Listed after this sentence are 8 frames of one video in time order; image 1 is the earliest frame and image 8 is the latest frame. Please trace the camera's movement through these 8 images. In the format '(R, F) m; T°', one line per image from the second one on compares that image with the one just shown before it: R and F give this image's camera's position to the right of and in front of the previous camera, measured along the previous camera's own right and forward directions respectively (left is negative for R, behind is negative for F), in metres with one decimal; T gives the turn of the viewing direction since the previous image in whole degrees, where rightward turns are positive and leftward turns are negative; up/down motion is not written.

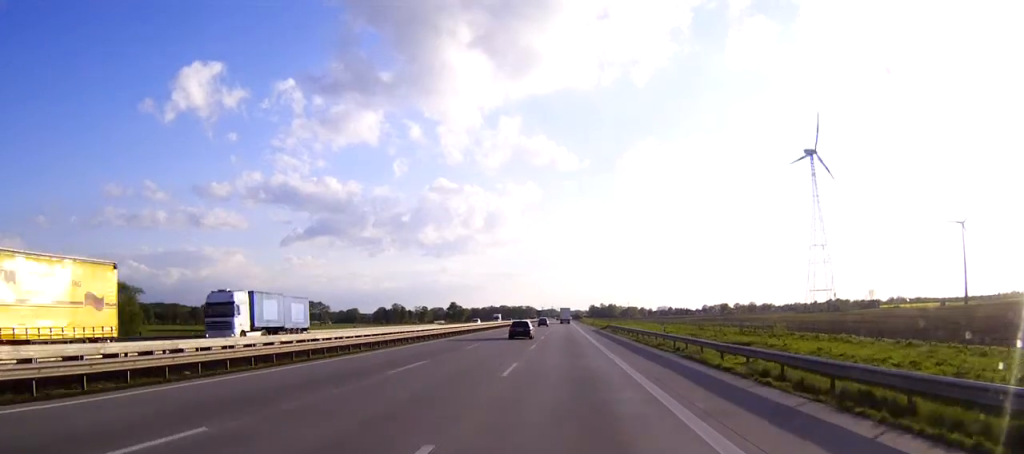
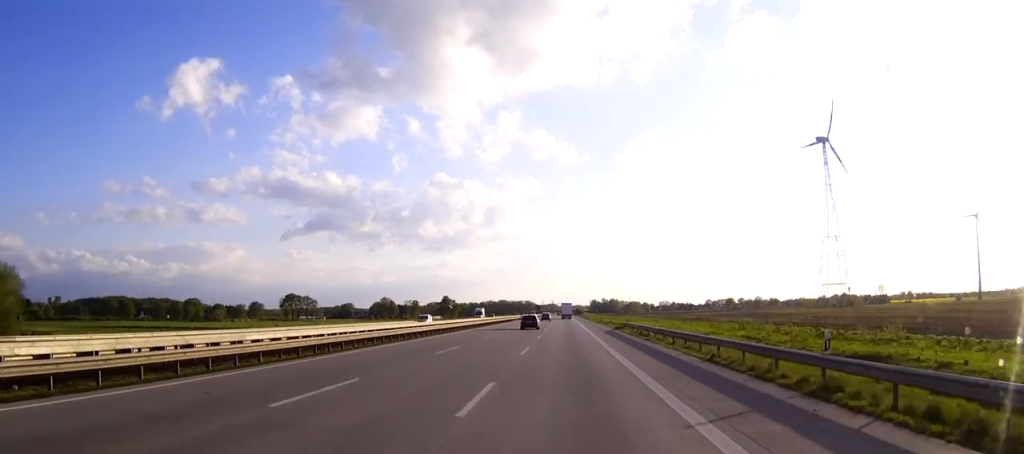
(-0.1, +27.4) m; 0°
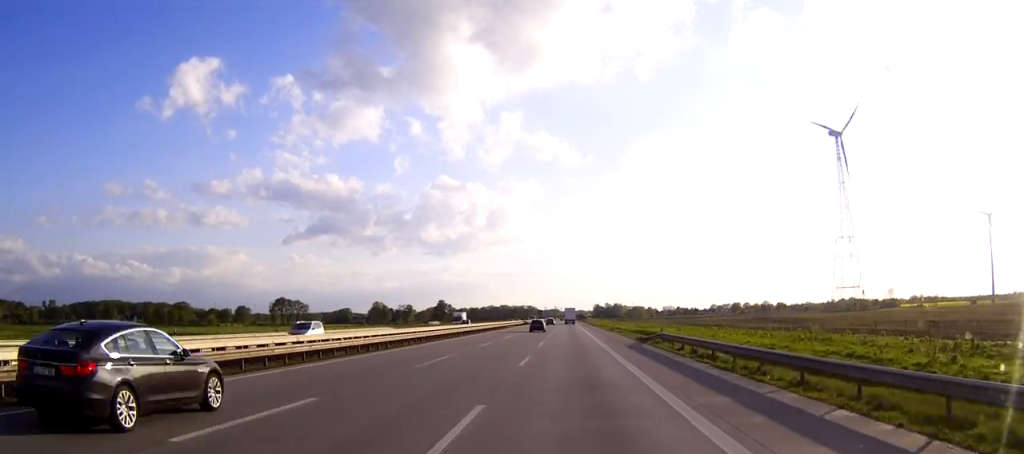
(0.0, +21.9) m; 0°
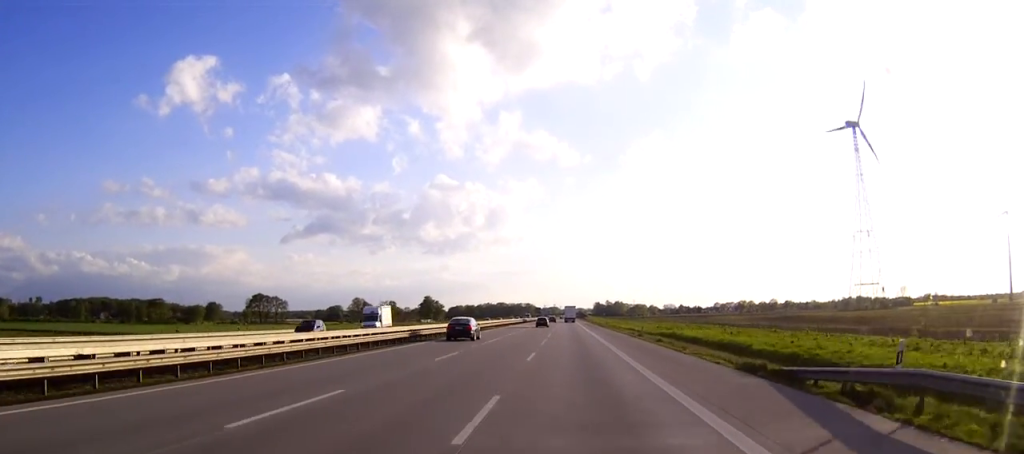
(0.0, +34.7) m; 0°
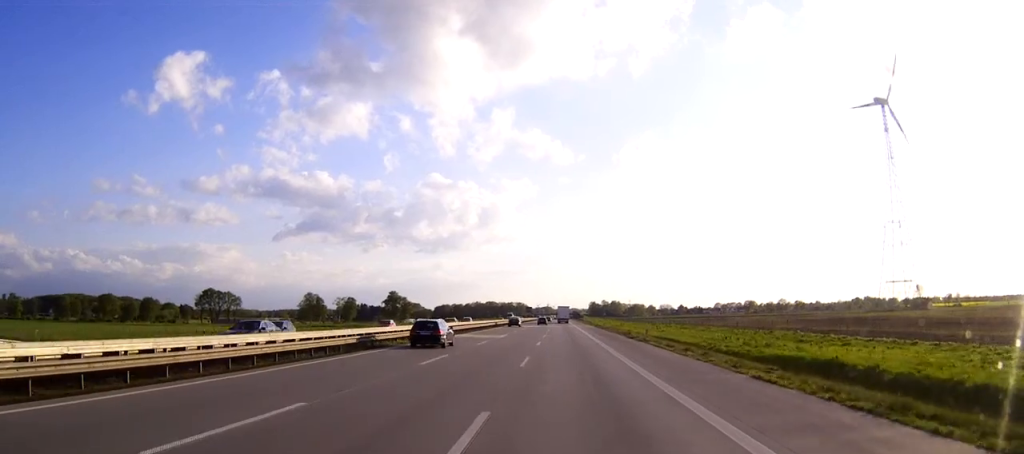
(+0.3, +56.6) m; +1°
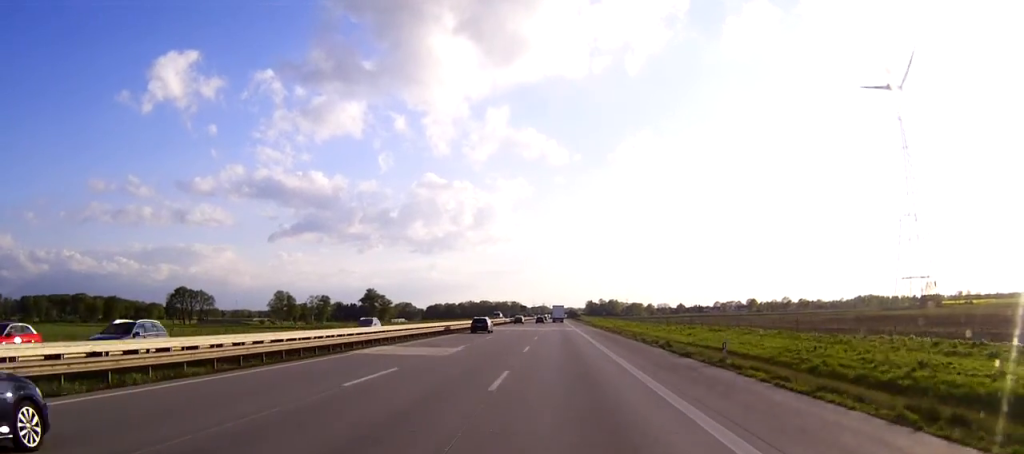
(+0.1, +26.4) m; 0°
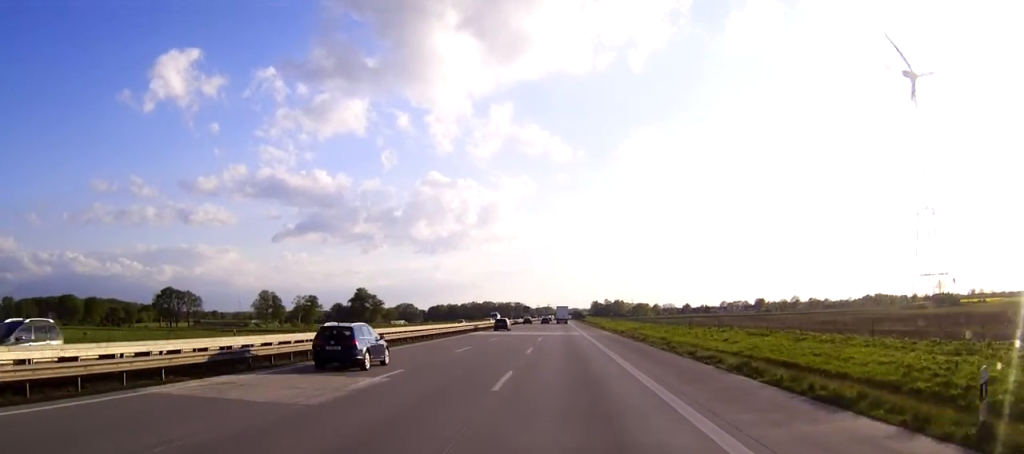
(0.0, +17.3) m; 0°
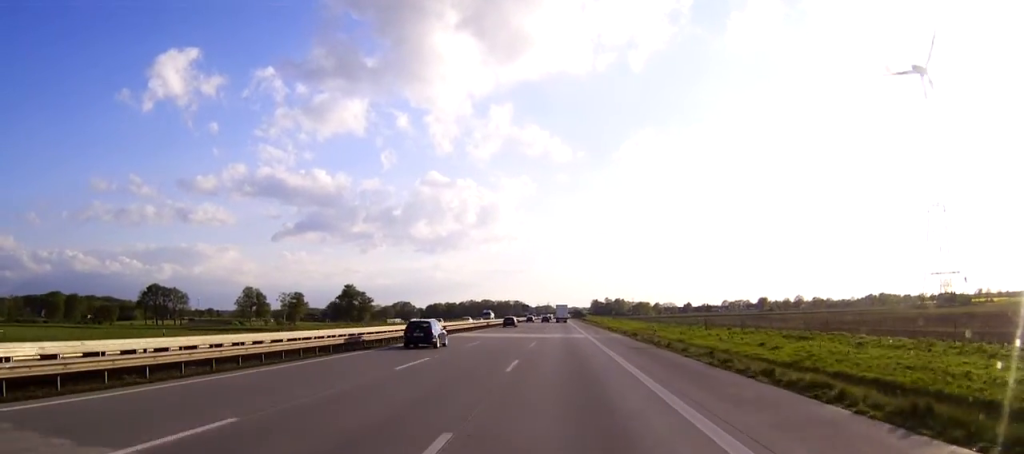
(0.0, +12.7) m; 0°
